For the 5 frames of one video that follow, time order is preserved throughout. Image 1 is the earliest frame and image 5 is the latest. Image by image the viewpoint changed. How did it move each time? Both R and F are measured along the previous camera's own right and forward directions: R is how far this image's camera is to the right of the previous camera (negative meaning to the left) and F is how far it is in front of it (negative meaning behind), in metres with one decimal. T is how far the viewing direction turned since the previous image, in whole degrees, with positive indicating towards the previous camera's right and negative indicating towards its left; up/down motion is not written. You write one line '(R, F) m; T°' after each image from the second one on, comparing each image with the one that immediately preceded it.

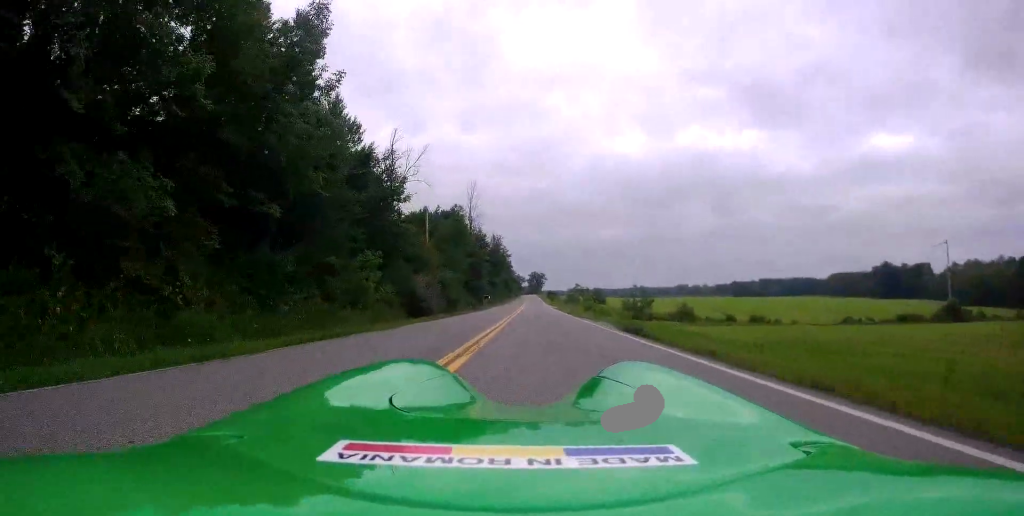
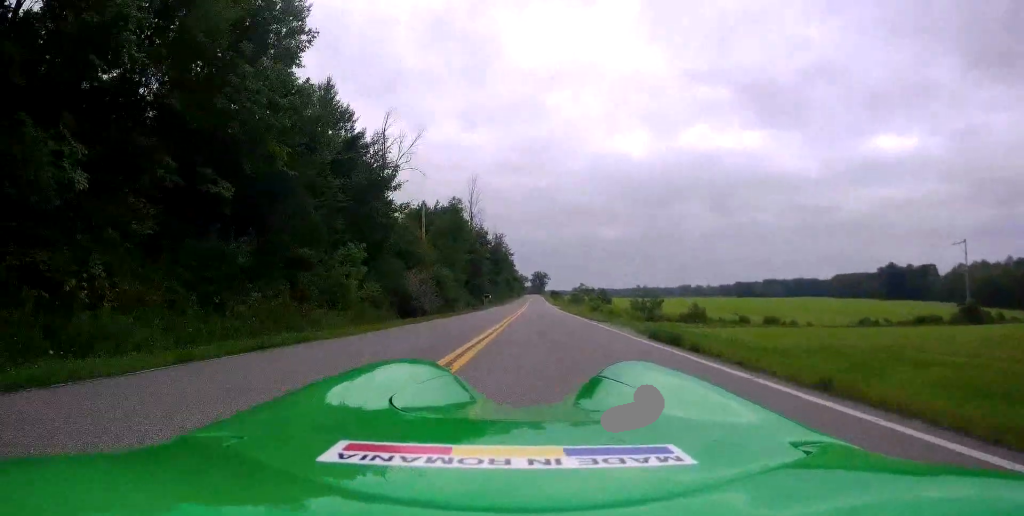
(-0.2, +4.0) m; -1°
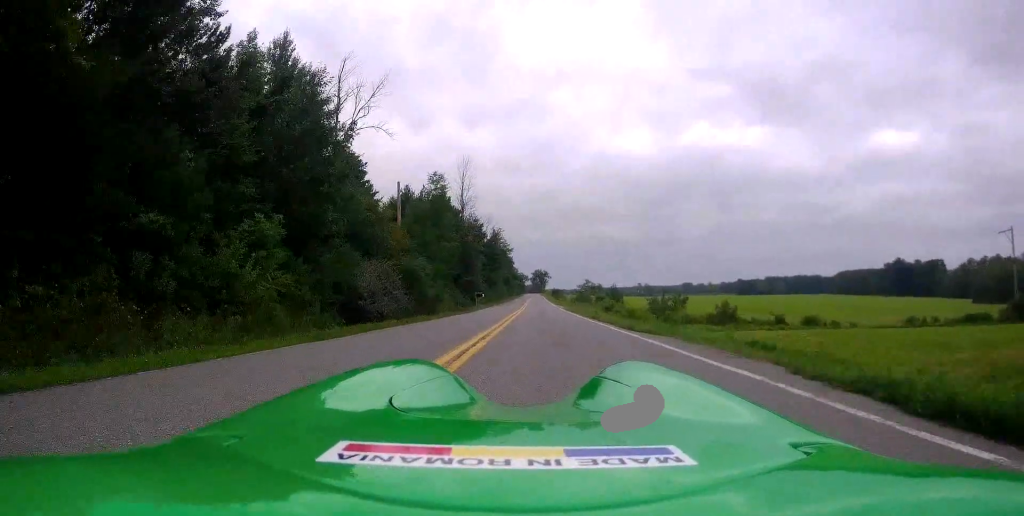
(-0.1, +9.9) m; 0°
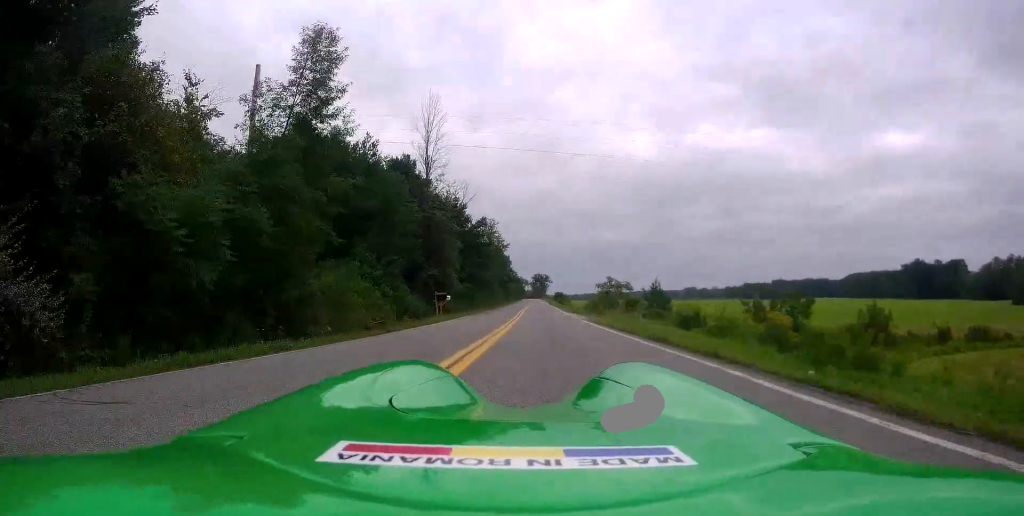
(-0.3, +23.5) m; -1°
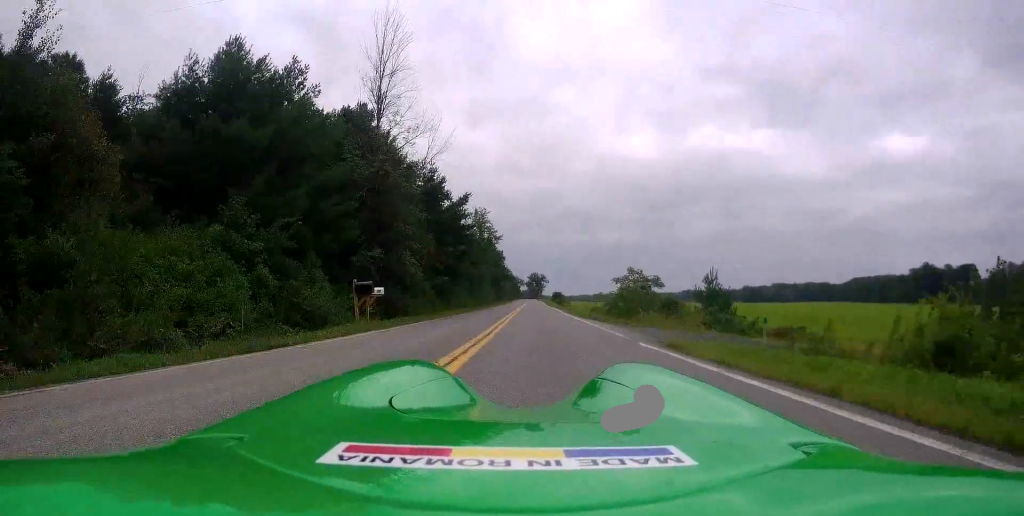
(+0.5, +15.3) m; +2°
